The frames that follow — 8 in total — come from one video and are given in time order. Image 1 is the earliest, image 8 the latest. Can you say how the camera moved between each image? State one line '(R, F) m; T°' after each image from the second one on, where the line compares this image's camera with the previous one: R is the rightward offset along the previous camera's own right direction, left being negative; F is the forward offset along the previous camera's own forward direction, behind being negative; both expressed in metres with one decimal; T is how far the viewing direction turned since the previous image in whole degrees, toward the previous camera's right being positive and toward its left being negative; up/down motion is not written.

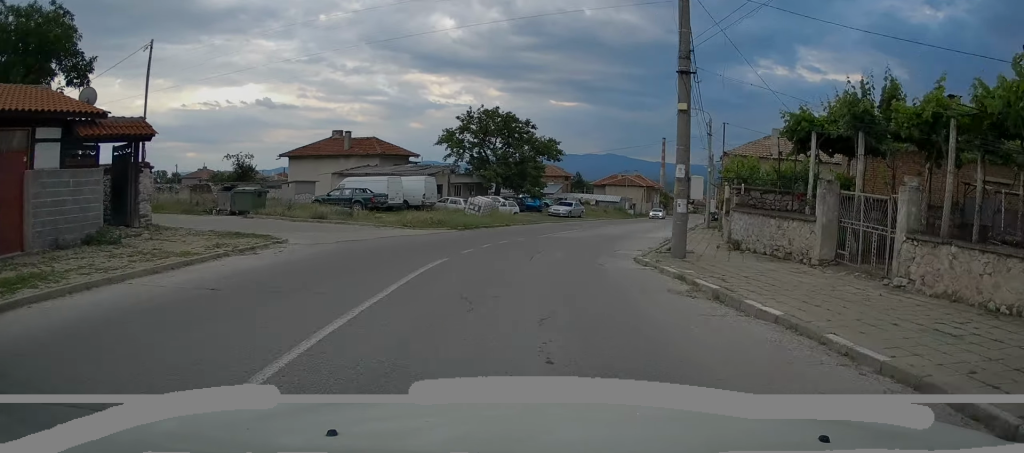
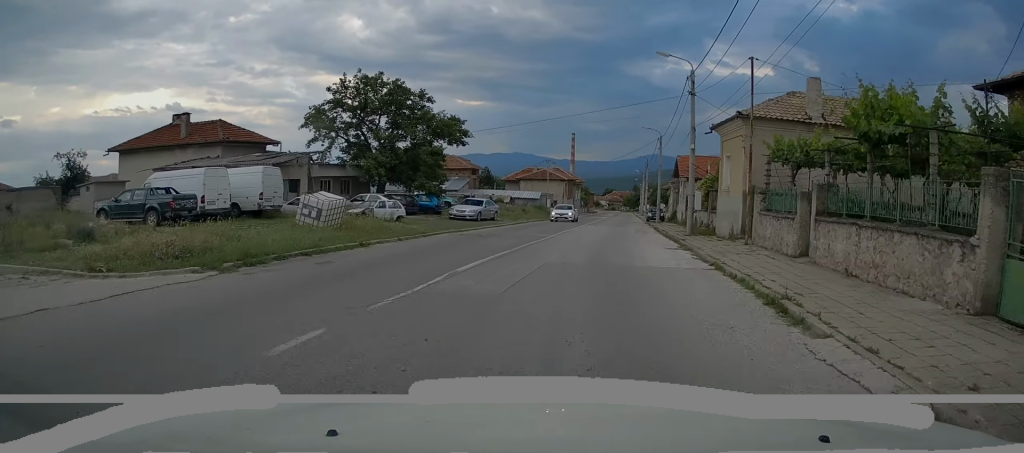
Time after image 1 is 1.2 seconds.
(+1.0, +14.9) m; +7°
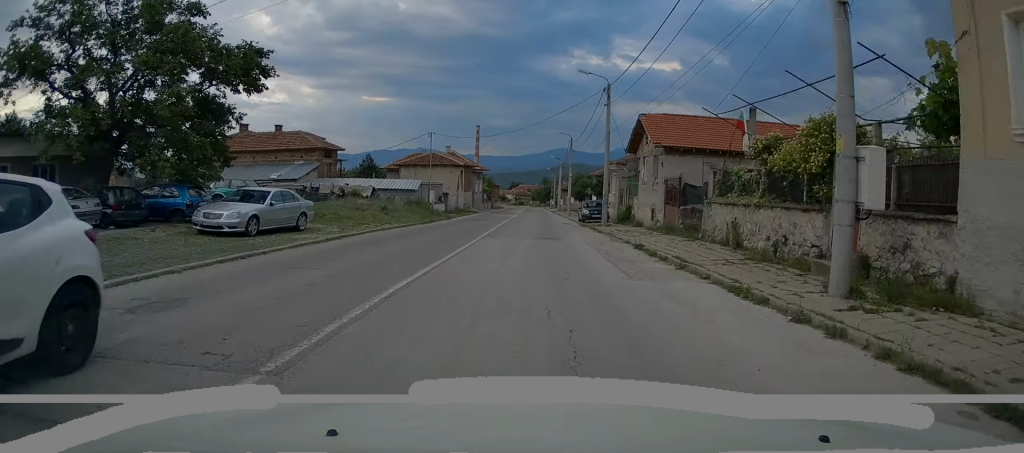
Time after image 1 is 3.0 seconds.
(+1.6, +21.0) m; +7°
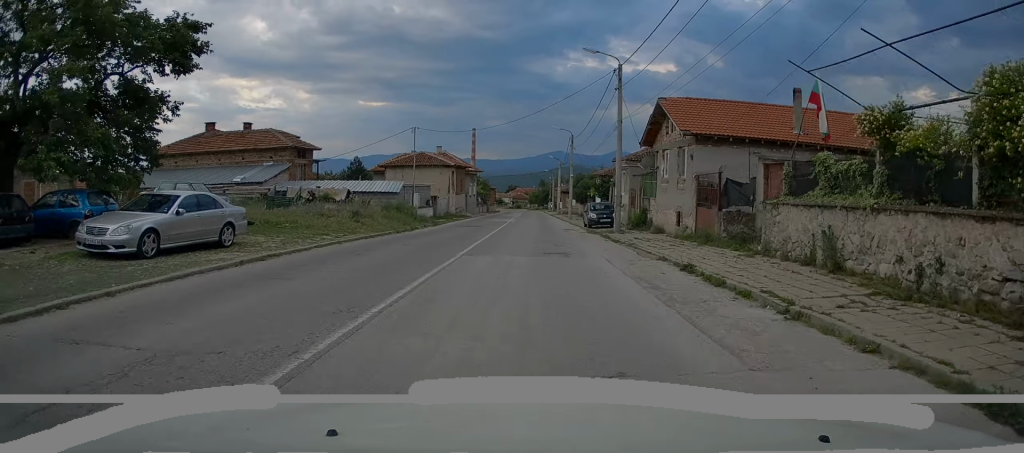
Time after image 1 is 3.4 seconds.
(+0.1, +5.3) m; +1°
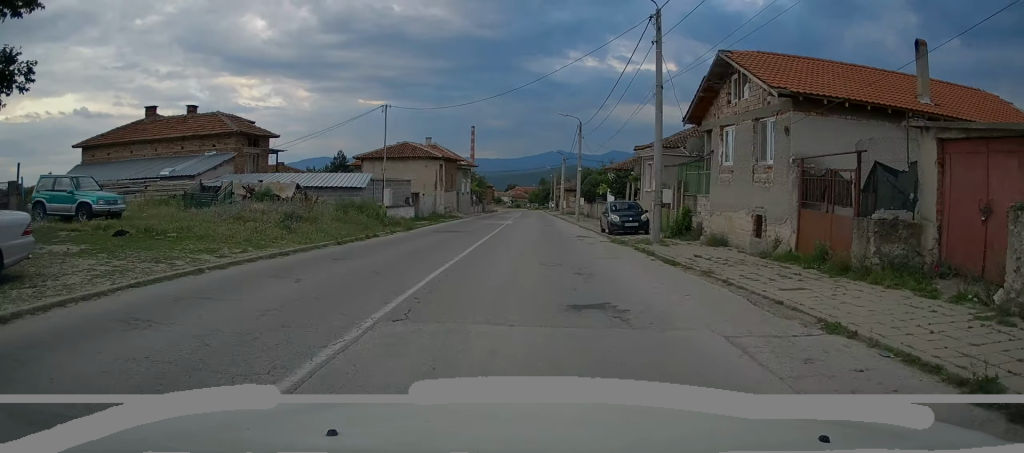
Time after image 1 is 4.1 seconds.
(+0.1, +8.1) m; +1°
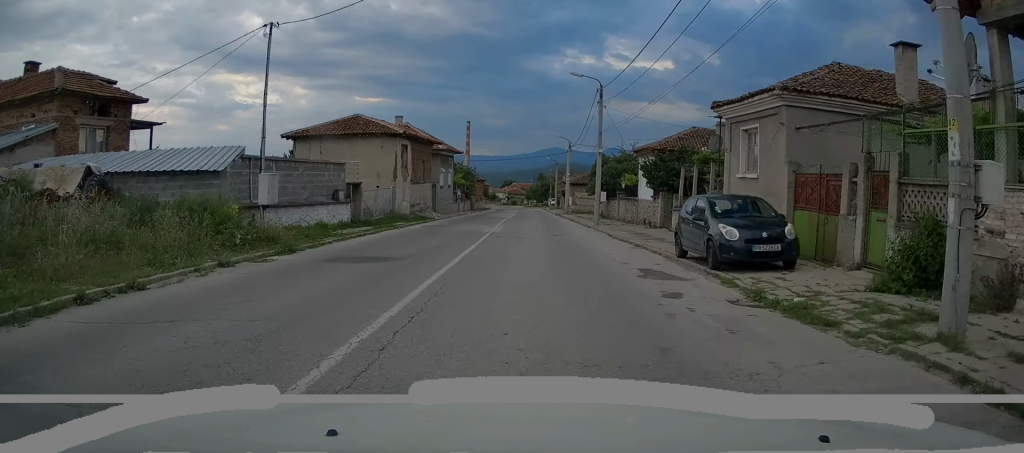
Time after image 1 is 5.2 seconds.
(0.0, +14.2) m; 0°
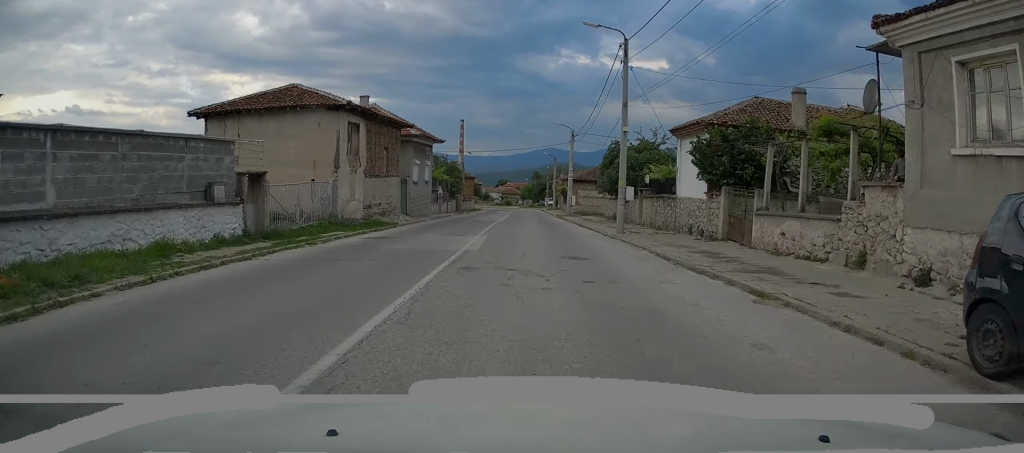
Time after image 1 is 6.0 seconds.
(0.0, +9.7) m; 0°
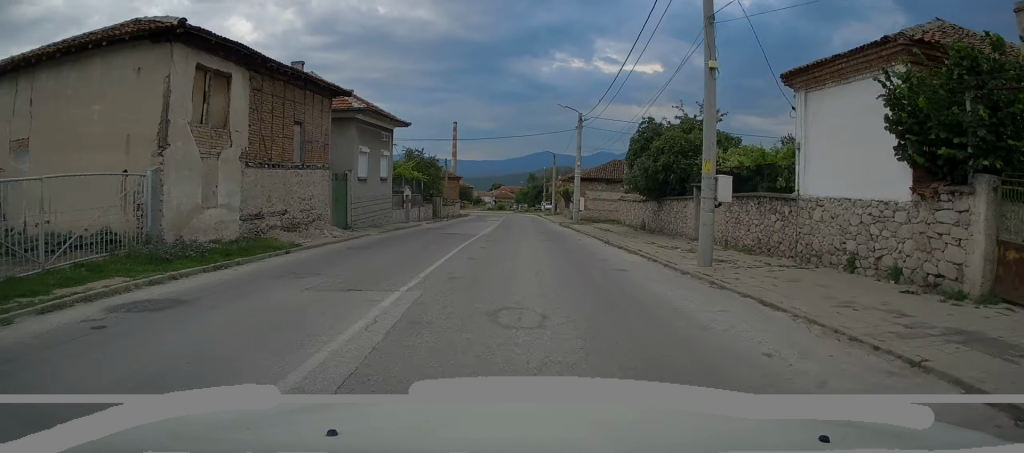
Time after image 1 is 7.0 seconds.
(-0.1, +11.7) m; 0°
